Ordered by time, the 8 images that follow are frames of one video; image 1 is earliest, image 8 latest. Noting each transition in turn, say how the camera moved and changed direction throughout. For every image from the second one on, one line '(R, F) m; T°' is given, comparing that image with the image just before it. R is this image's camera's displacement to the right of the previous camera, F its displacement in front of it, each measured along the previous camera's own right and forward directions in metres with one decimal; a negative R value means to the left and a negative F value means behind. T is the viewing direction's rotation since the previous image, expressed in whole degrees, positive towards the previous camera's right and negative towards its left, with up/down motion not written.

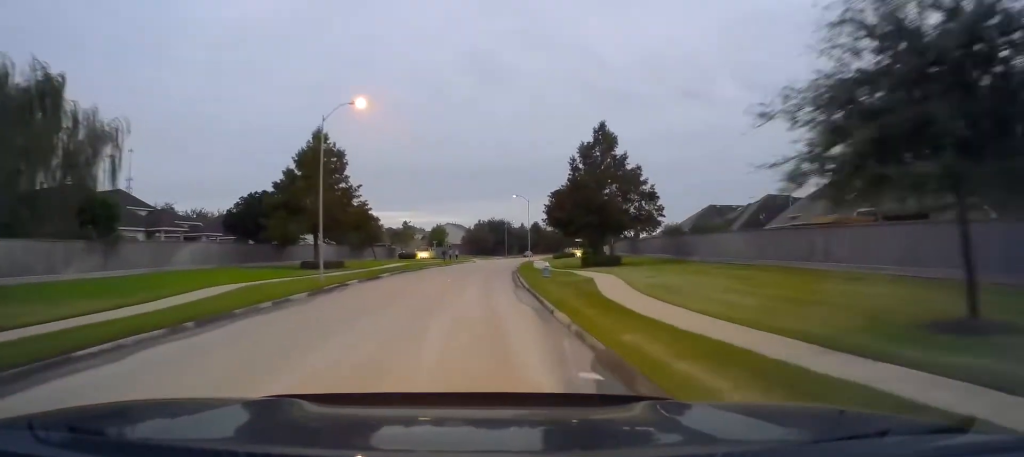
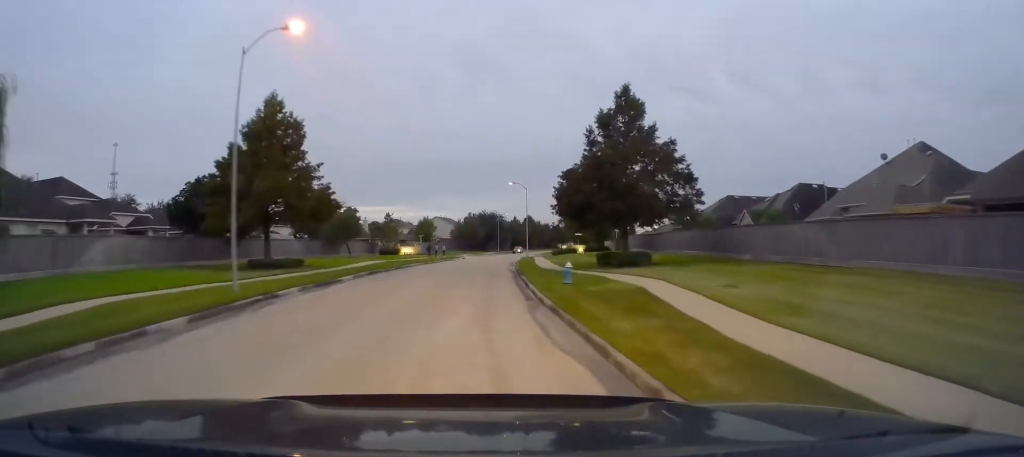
(+0.1, +8.8) m; +1°
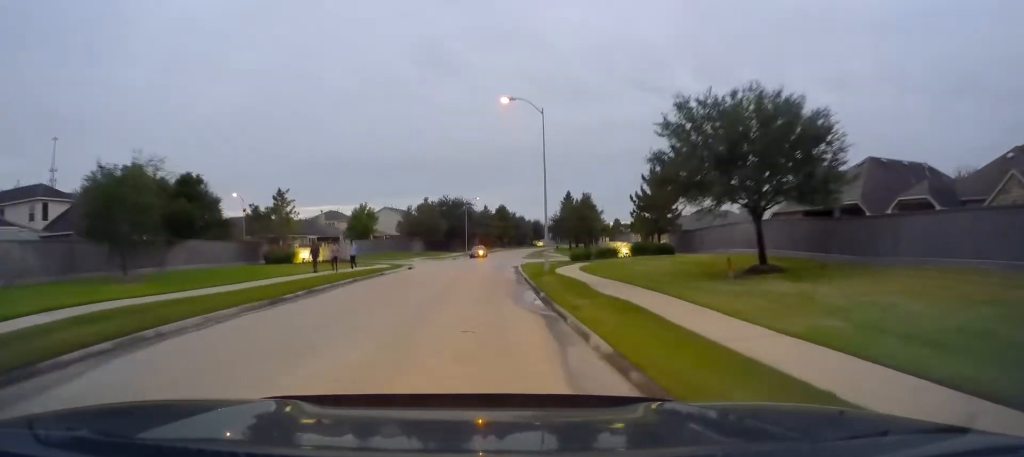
(+1.4, +35.5) m; +3°
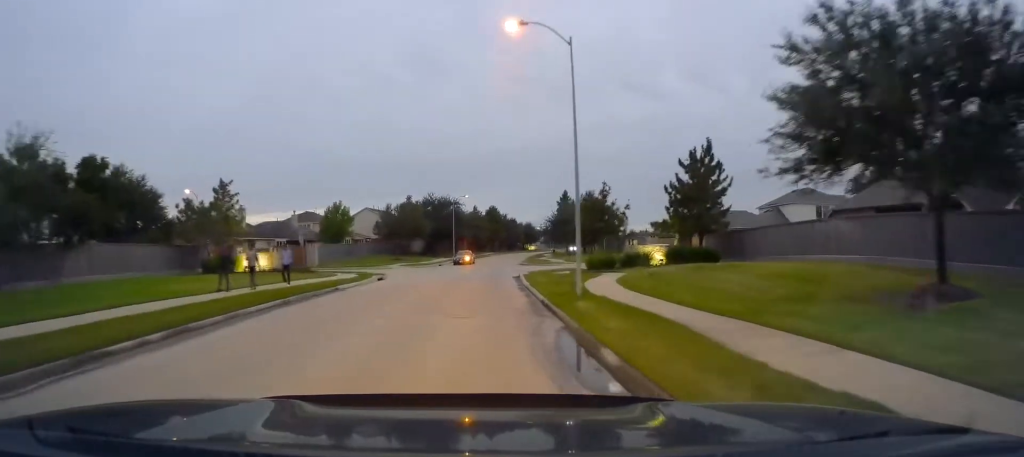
(0.0, +9.9) m; +1°
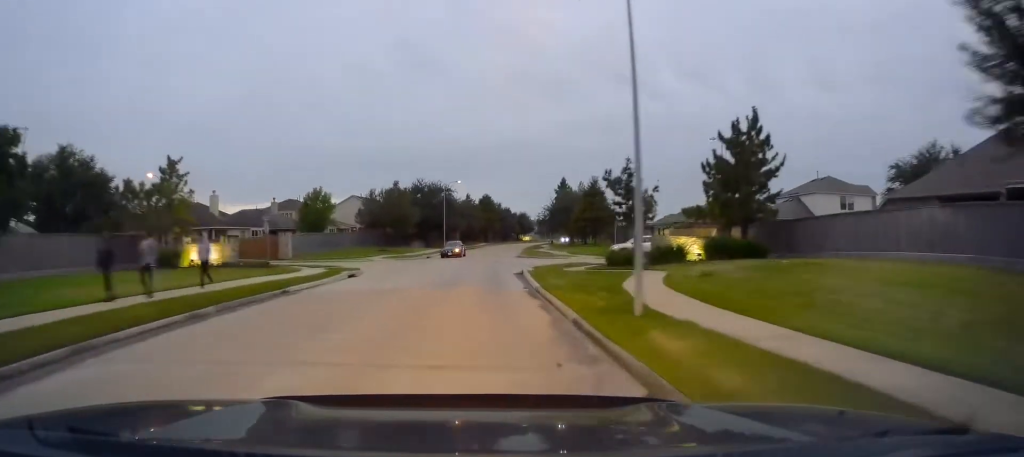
(-0.1, +6.2) m; +1°
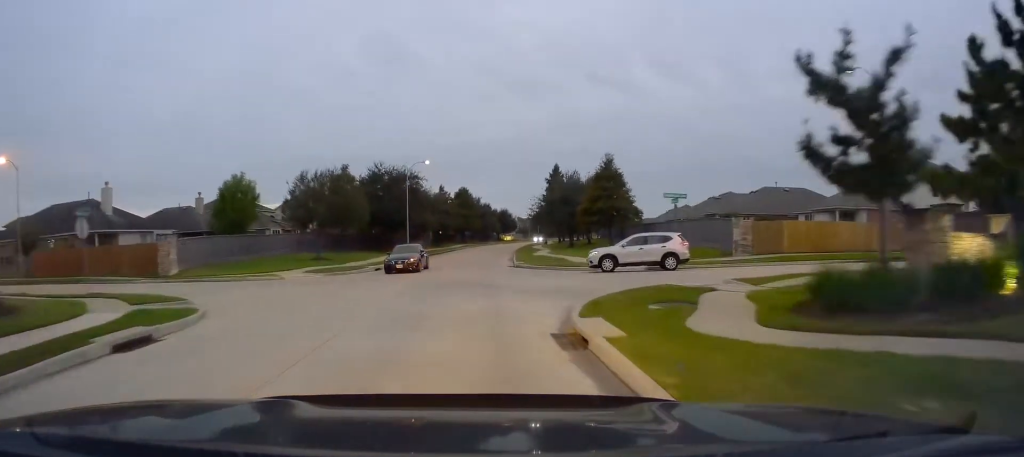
(+0.5, +18.6) m; +2°
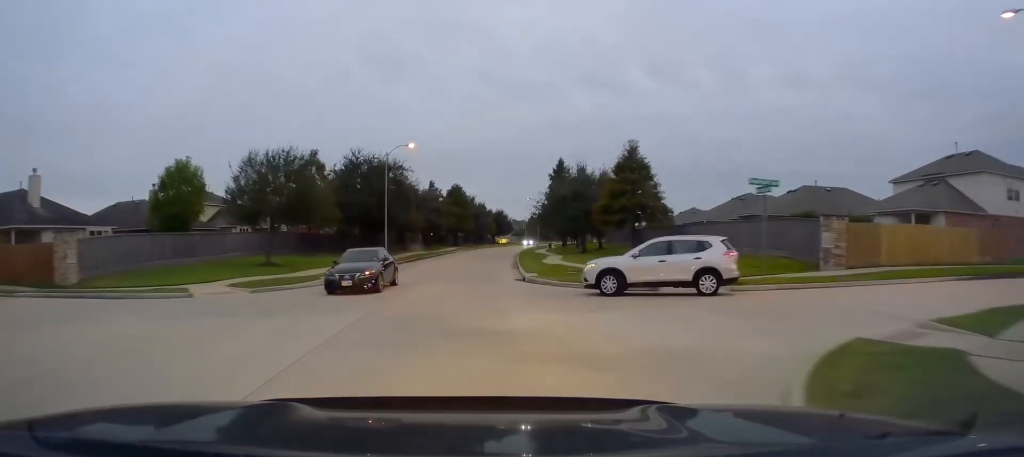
(0.0, +9.8) m; +1°
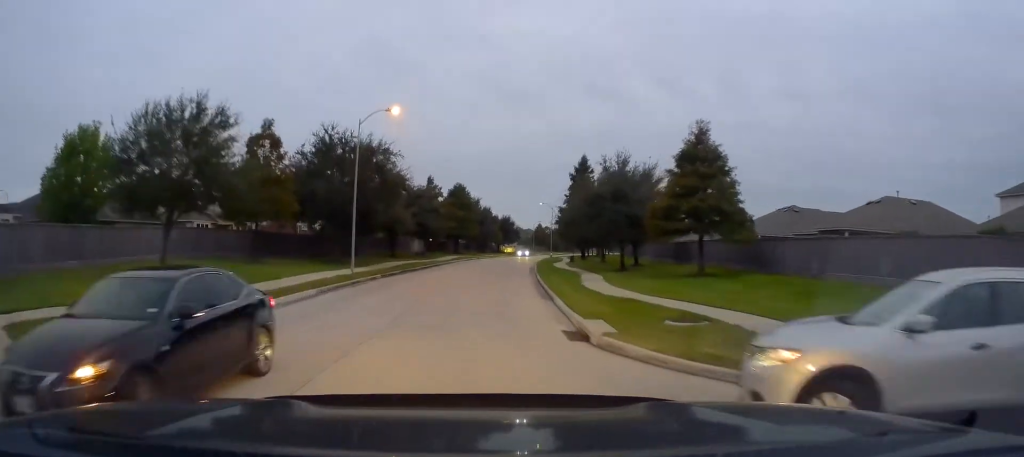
(+0.2, +15.4) m; 0°
